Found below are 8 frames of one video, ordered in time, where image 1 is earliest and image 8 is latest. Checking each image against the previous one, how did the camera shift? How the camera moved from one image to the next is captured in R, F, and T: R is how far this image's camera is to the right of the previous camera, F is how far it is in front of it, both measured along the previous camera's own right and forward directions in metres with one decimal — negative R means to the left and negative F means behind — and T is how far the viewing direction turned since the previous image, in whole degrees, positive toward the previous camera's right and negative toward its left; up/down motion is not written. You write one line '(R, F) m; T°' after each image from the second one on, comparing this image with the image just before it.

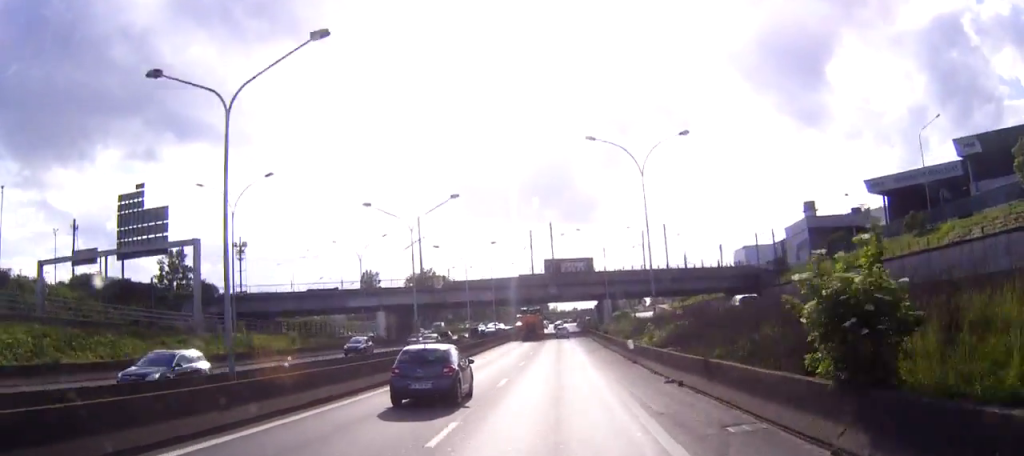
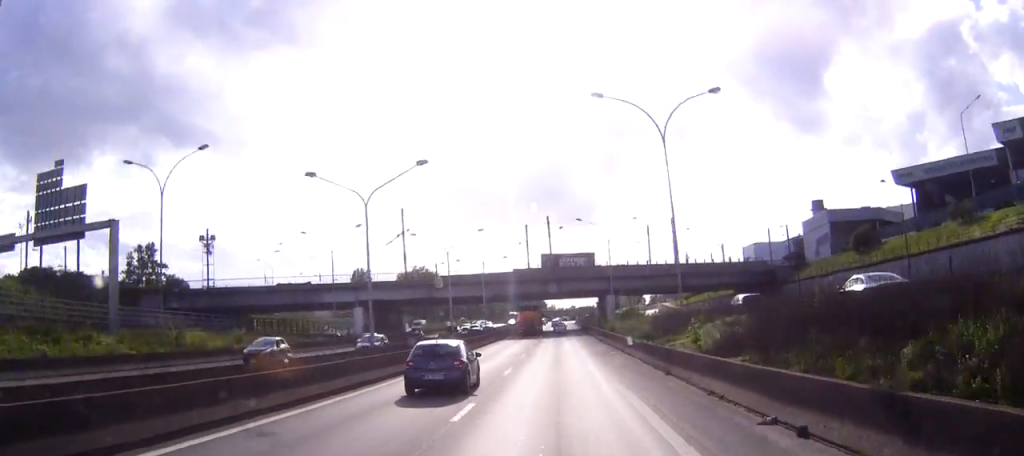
(0.0, +10.7) m; 0°
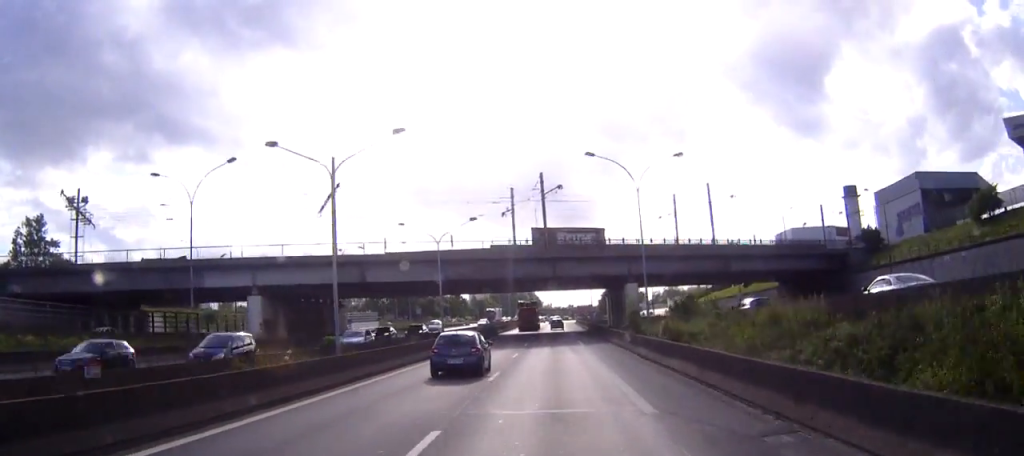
(+0.1, +31.3) m; +1°
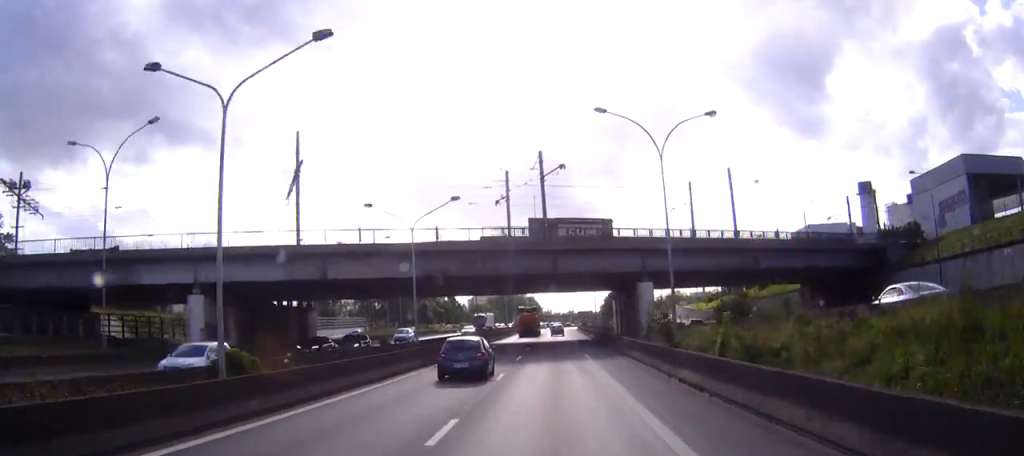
(0.0, +10.7) m; 0°
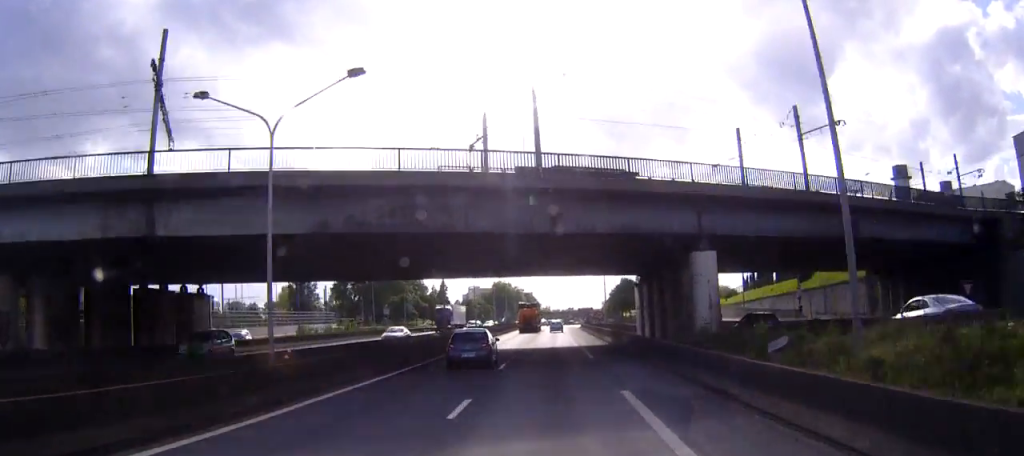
(0.0, +23.6) m; 0°
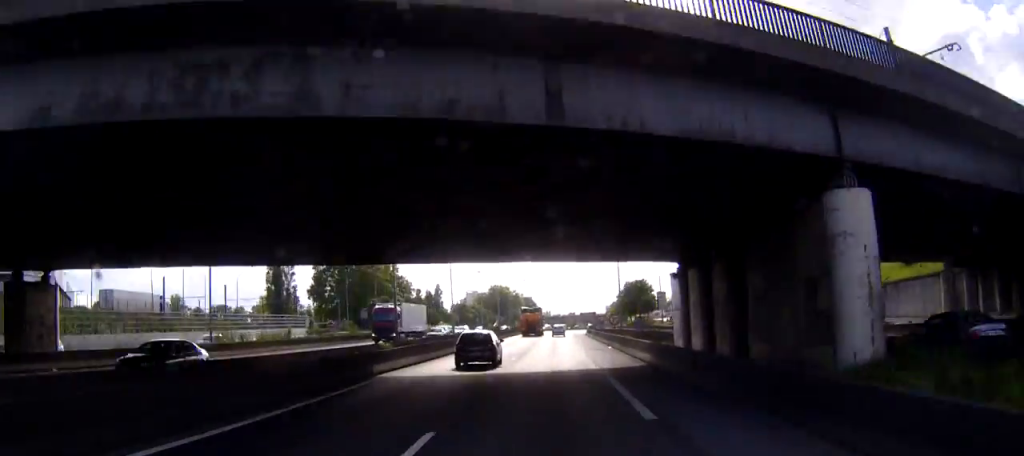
(0.0, +18.3) m; 0°
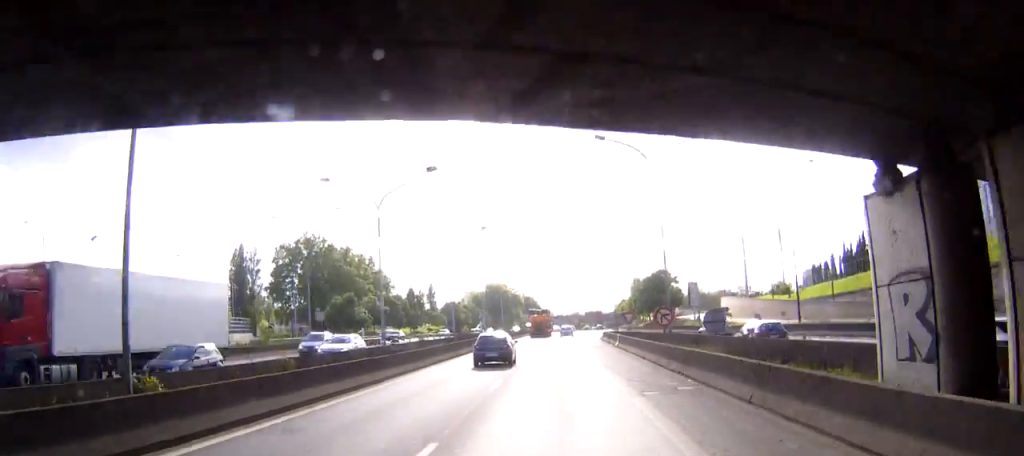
(+0.1, +26.7) m; 0°
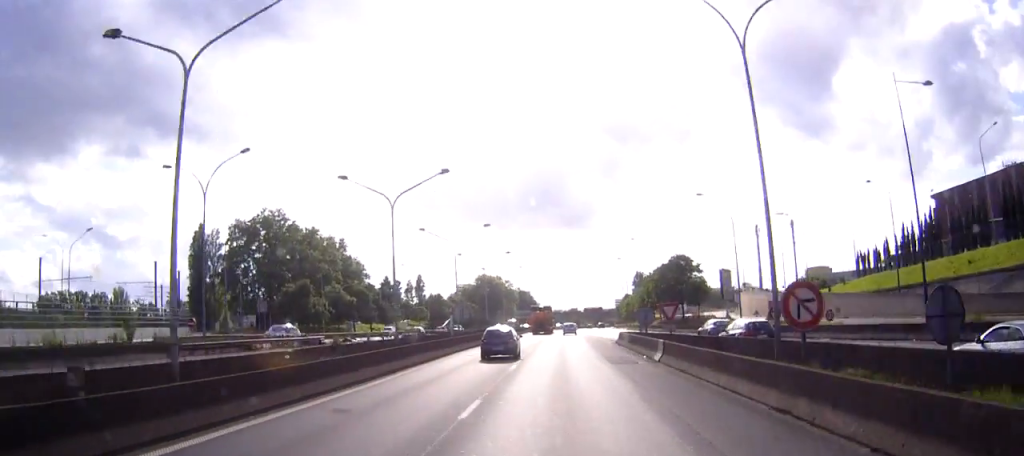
(-0.1, +20.6) m; 0°
